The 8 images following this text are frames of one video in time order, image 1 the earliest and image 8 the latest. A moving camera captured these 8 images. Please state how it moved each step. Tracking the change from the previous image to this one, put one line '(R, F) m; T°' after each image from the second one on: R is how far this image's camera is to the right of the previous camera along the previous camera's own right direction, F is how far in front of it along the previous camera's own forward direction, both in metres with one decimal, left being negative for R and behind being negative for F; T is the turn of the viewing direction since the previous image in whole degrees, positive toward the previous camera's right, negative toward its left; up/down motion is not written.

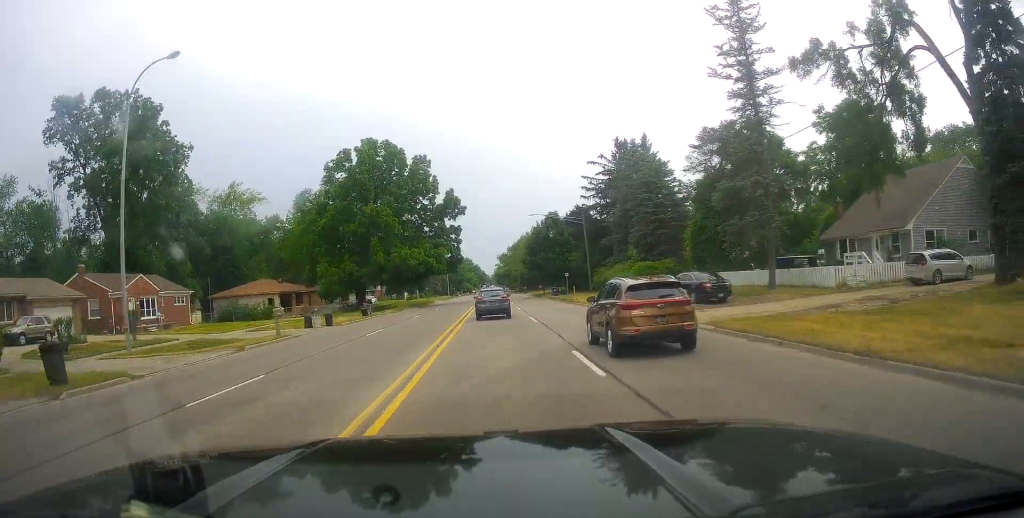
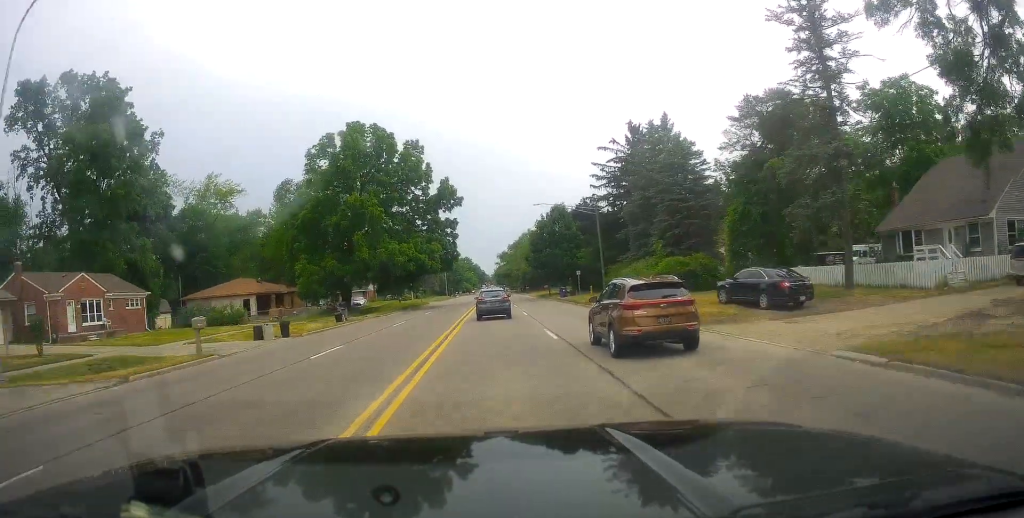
(+0.1, +7.9) m; -1°
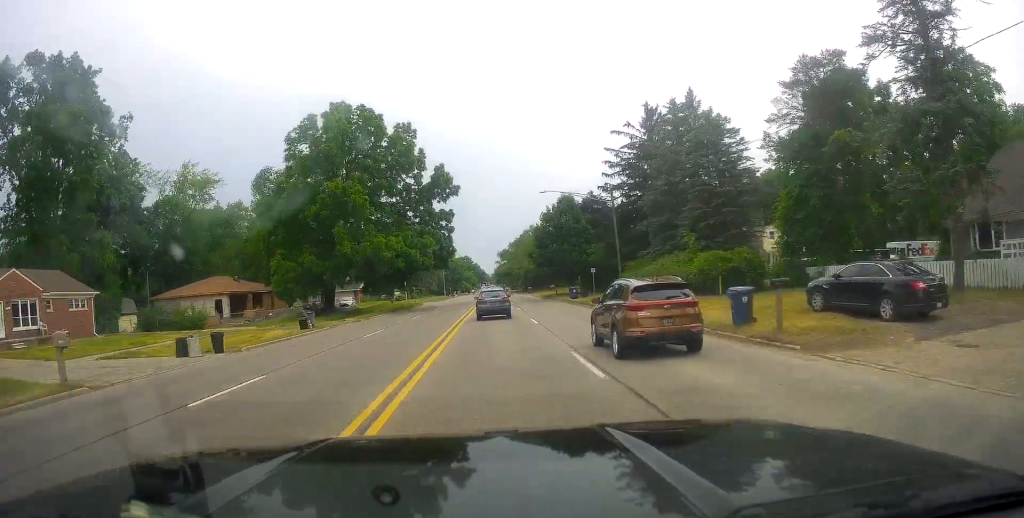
(-0.2, +7.4) m; 0°
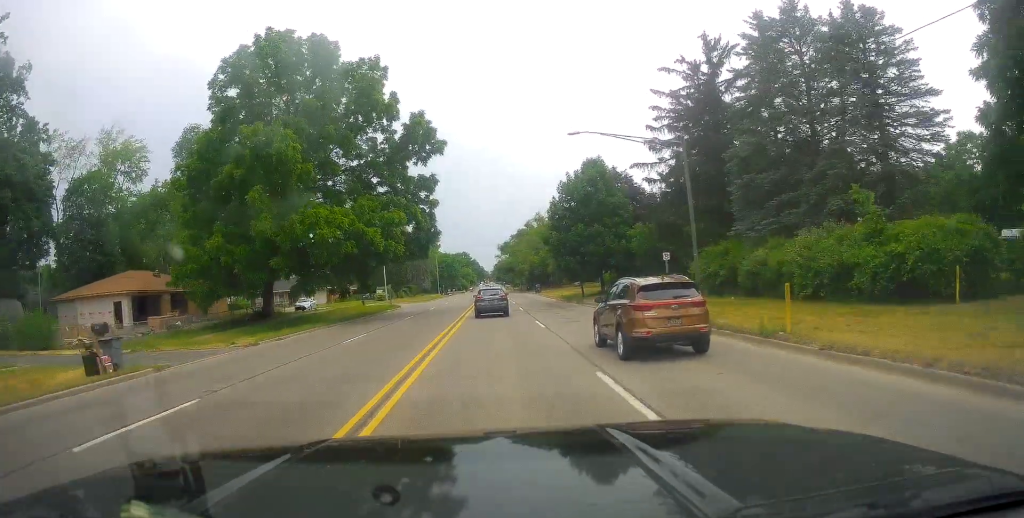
(0.0, +18.5) m; -1°
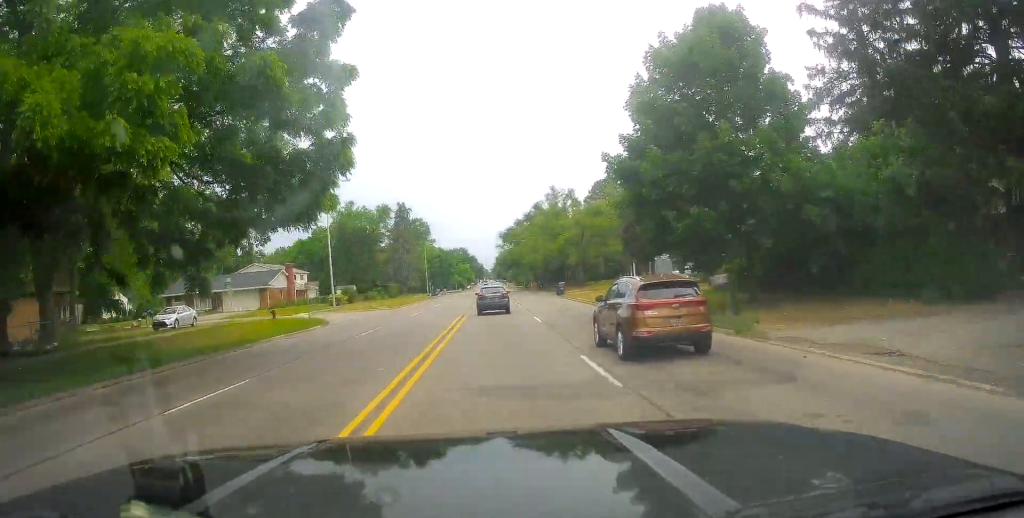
(-0.5, +29.0) m; -1°
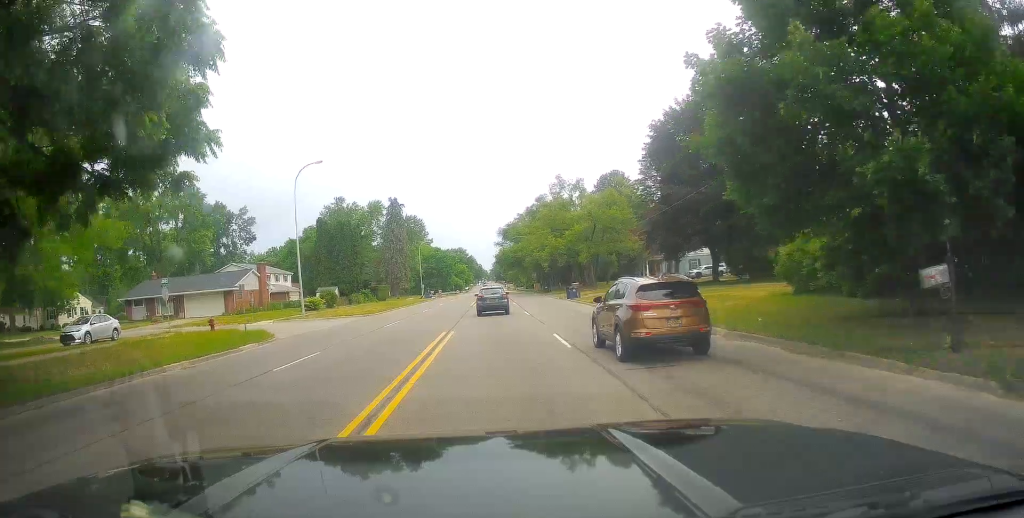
(+0.4, +9.3) m; 0°
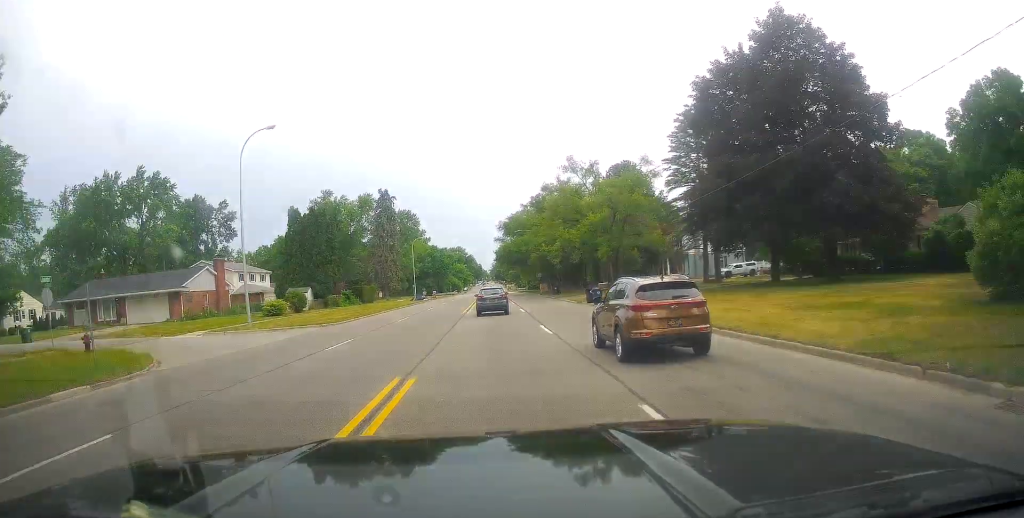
(0.0, +11.0) m; 0°
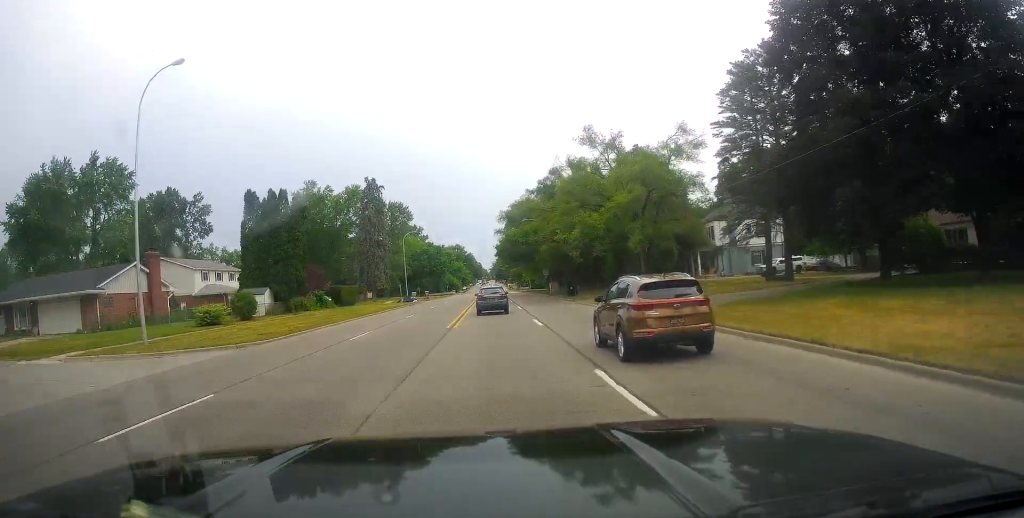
(-0.5, +12.1) m; 0°
